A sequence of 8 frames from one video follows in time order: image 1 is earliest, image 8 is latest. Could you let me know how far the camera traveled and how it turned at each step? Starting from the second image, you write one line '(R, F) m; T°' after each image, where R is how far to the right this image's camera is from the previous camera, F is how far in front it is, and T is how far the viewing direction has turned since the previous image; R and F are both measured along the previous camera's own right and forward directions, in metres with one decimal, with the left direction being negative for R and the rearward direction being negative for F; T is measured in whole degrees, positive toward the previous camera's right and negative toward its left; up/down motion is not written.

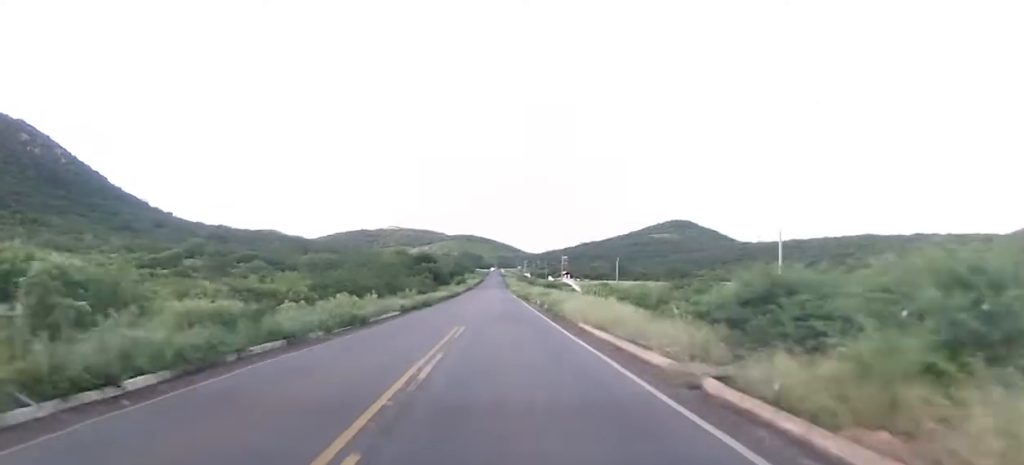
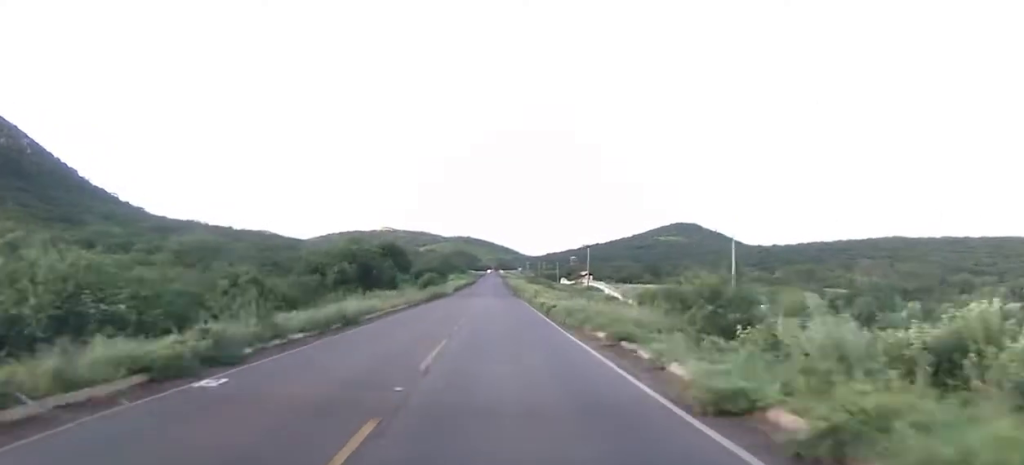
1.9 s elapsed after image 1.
(-0.4, +65.4) m; 0°
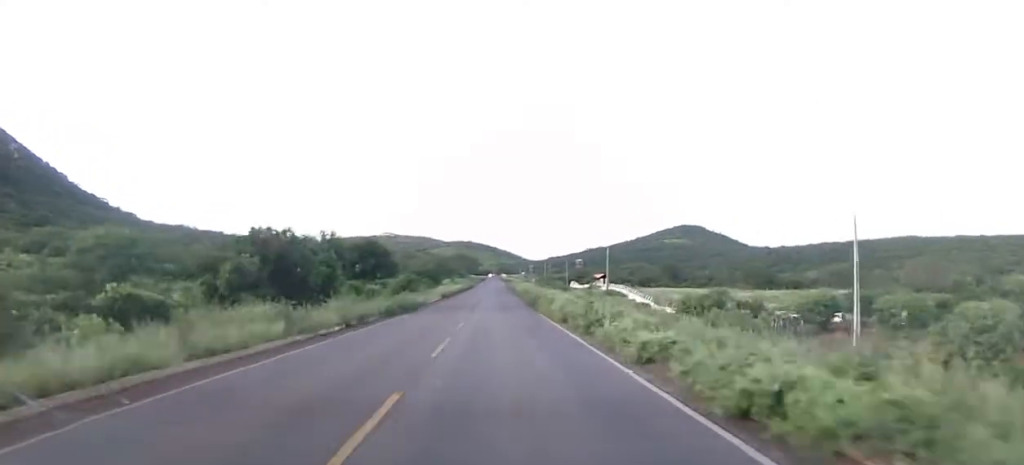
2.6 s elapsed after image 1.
(+0.4, +23.5) m; 0°
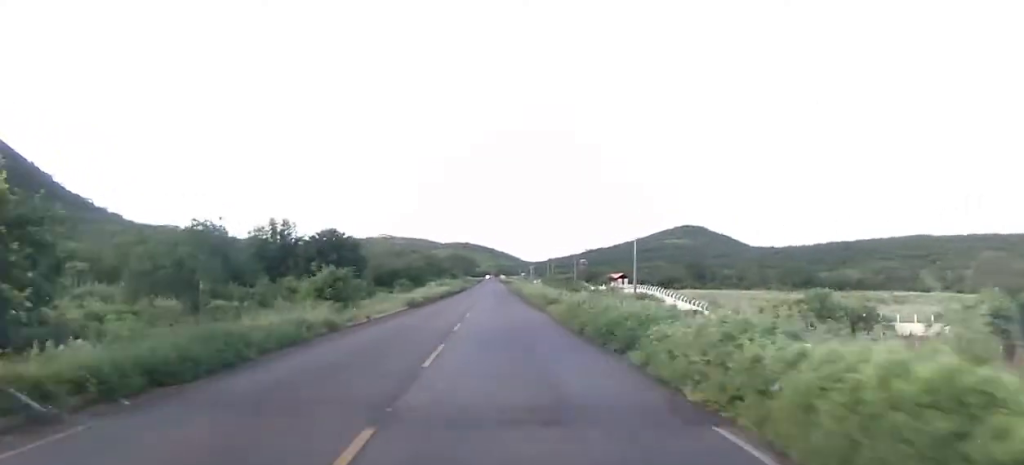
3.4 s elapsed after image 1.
(-0.6, +26.5) m; 0°
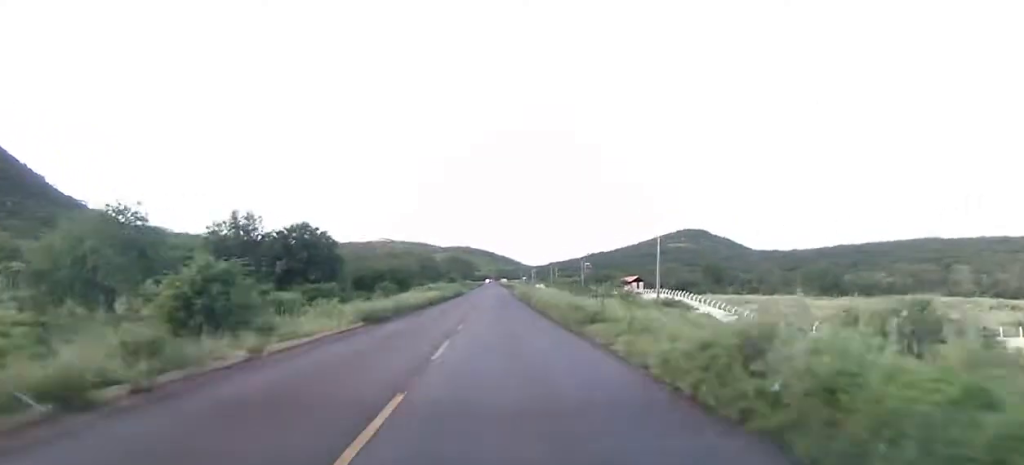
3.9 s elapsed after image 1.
(+0.2, +14.1) m; 0°
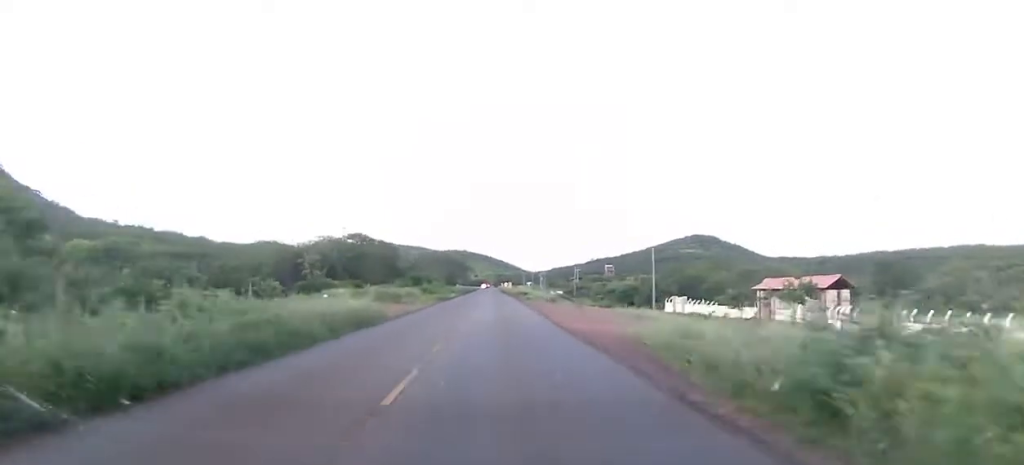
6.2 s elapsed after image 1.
(-0.1, +75.9) m; 0°
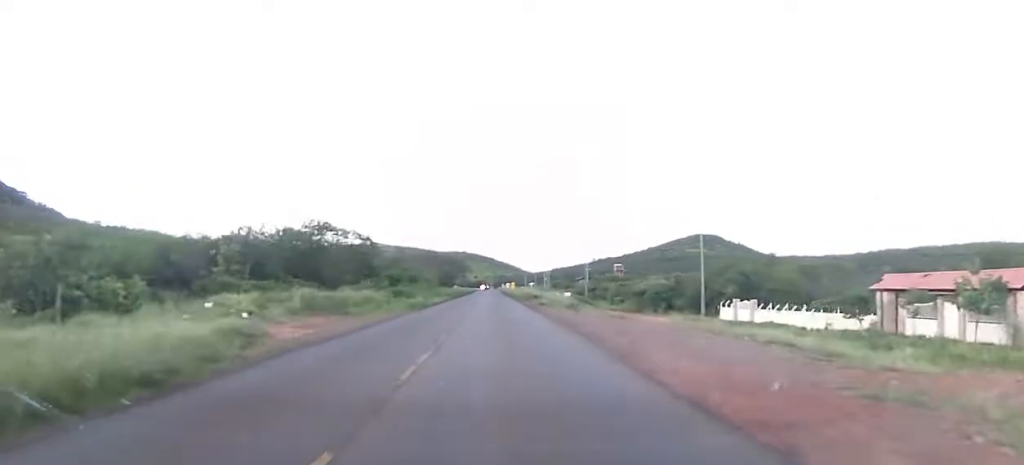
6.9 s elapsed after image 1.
(+0.1, +22.0) m; 0°
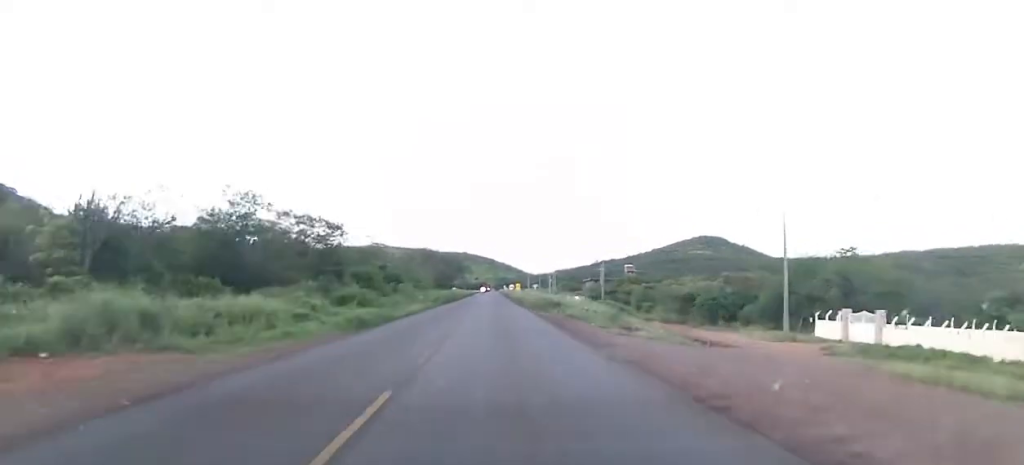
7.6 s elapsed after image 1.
(0.0, +20.7) m; 0°
